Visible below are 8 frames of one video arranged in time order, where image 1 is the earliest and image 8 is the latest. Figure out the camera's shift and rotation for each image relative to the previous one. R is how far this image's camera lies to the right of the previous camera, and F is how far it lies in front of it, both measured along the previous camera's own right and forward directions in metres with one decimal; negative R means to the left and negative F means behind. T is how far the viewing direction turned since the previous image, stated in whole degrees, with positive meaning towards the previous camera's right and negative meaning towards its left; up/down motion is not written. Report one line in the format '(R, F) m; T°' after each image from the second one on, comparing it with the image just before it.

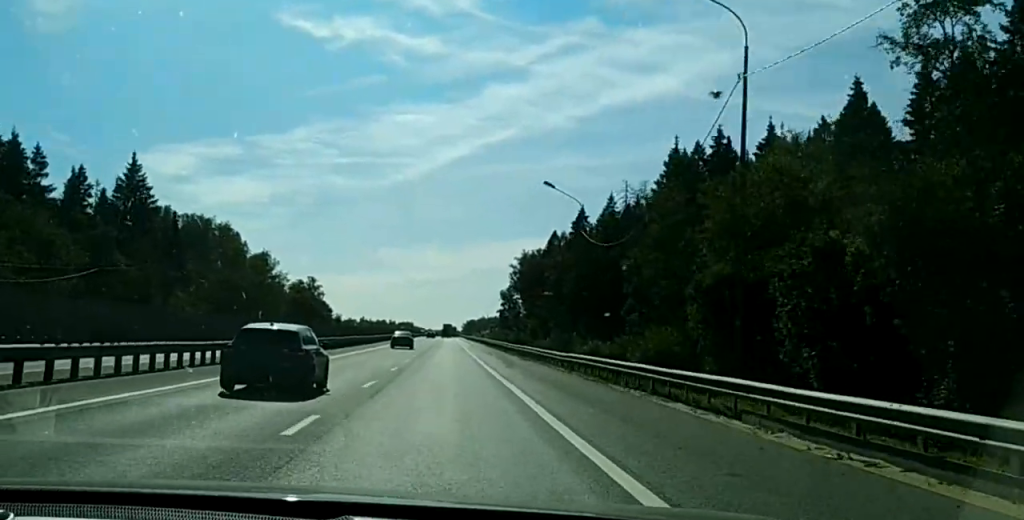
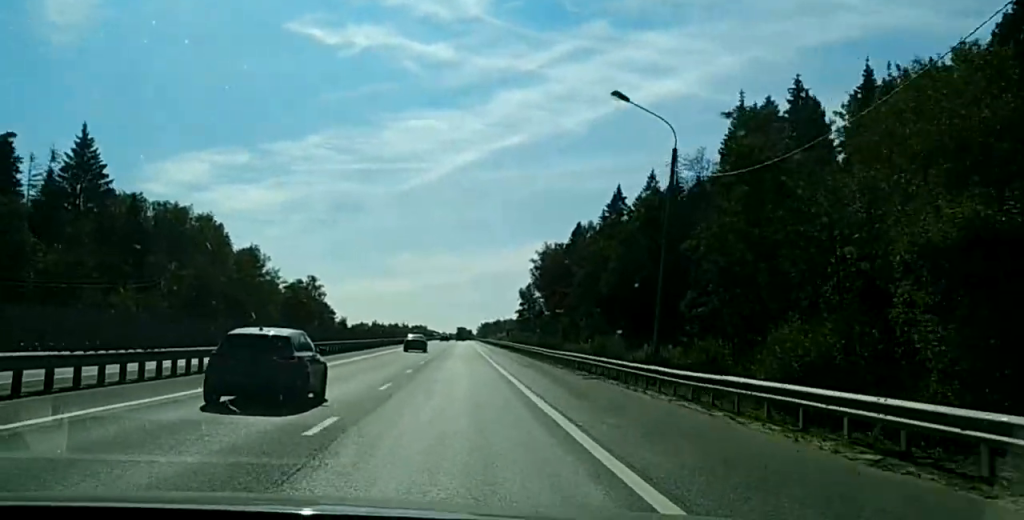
(-0.2, +22.6) m; 0°
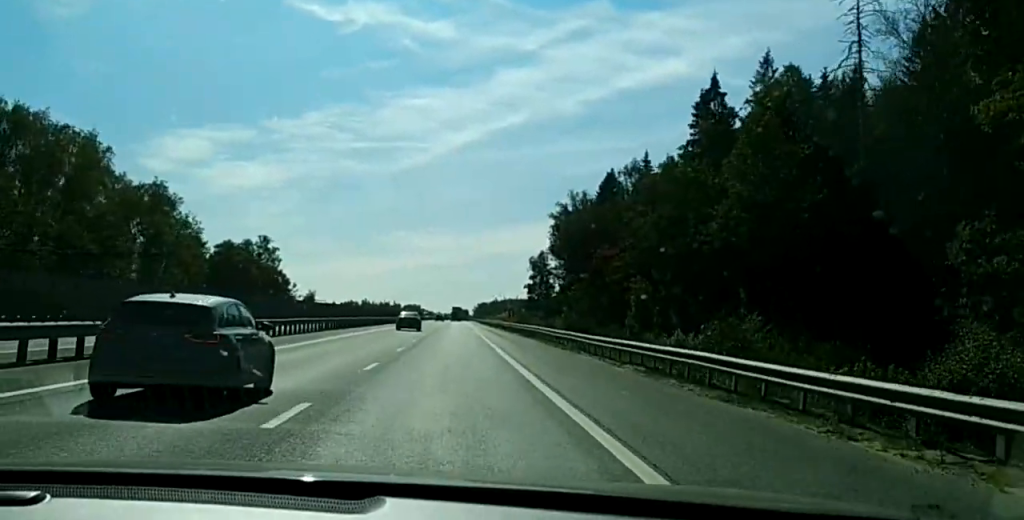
(-0.1, +49.8) m; 0°
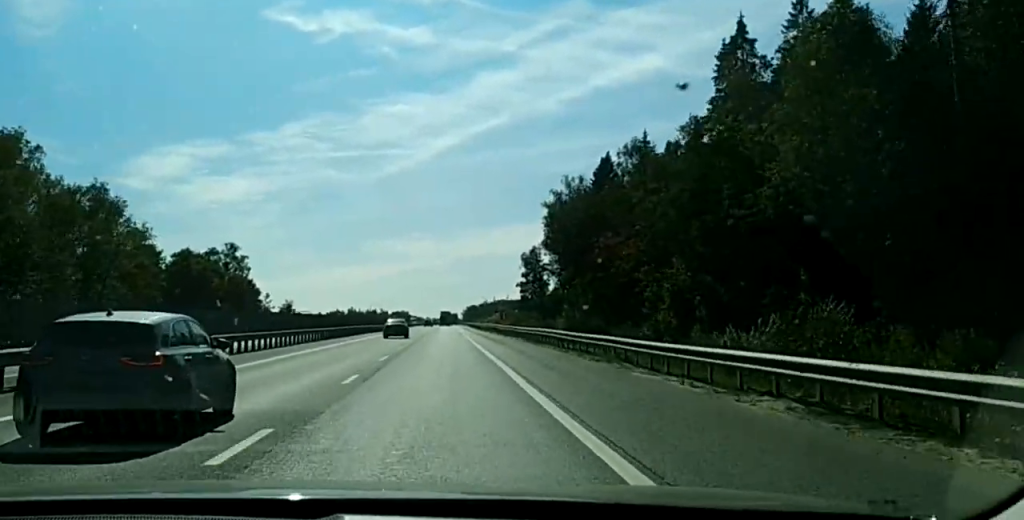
(+0.1, +13.6) m; 0°
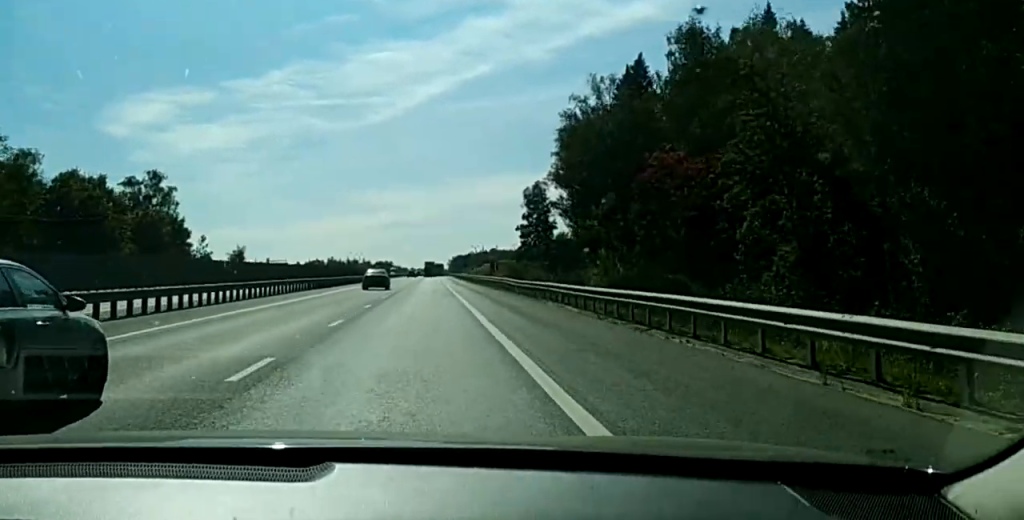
(+0.2, +32.4) m; 0°
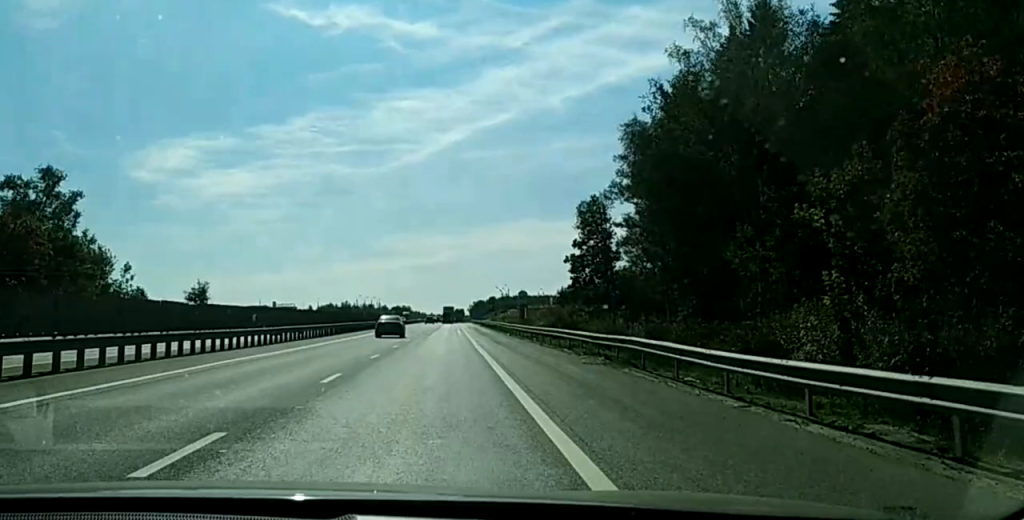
(-0.1, +37.1) m; 0°
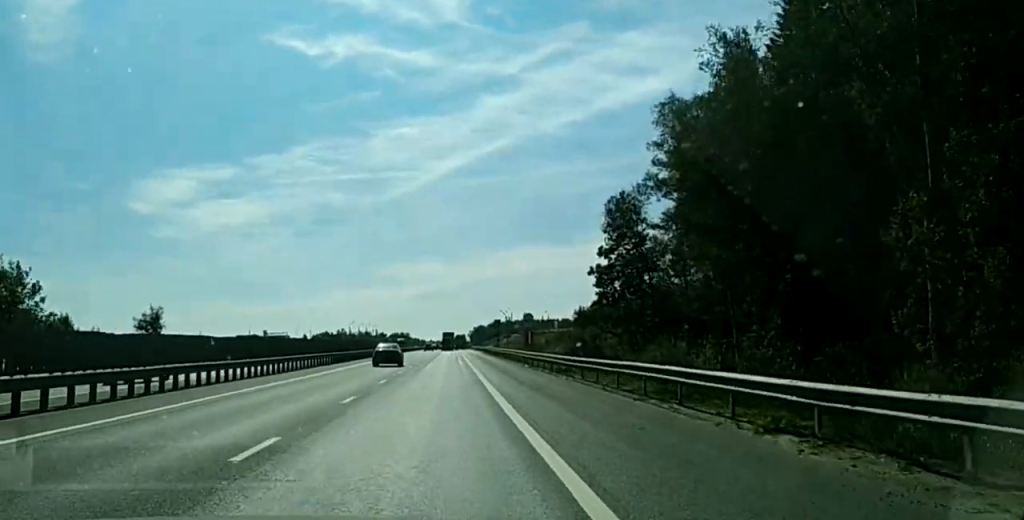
(0.0, +19.3) m; 0°
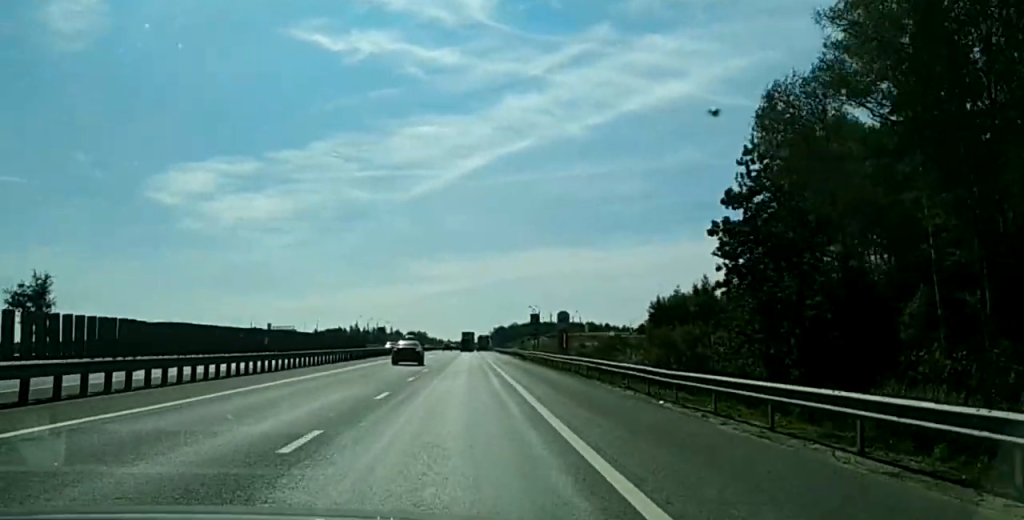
(+0.2, +33.1) m; 0°
